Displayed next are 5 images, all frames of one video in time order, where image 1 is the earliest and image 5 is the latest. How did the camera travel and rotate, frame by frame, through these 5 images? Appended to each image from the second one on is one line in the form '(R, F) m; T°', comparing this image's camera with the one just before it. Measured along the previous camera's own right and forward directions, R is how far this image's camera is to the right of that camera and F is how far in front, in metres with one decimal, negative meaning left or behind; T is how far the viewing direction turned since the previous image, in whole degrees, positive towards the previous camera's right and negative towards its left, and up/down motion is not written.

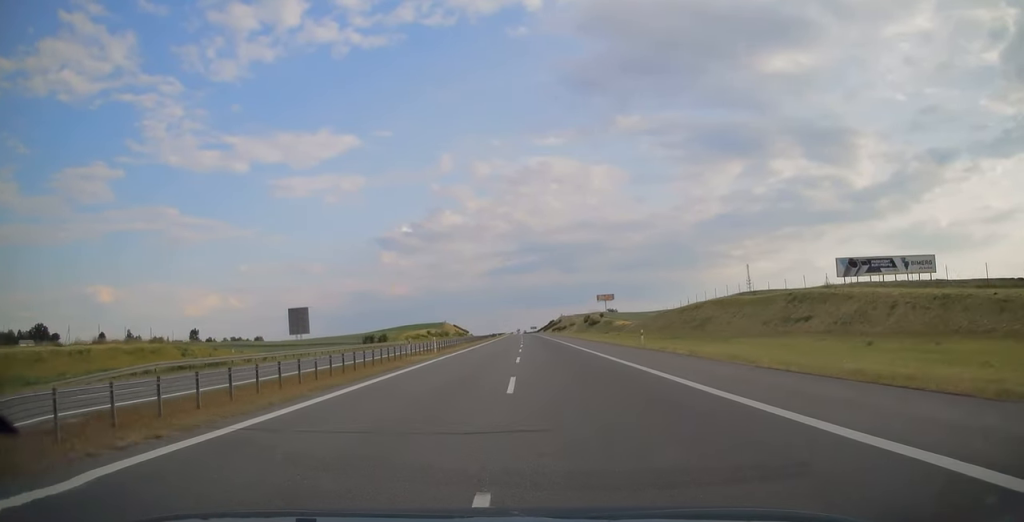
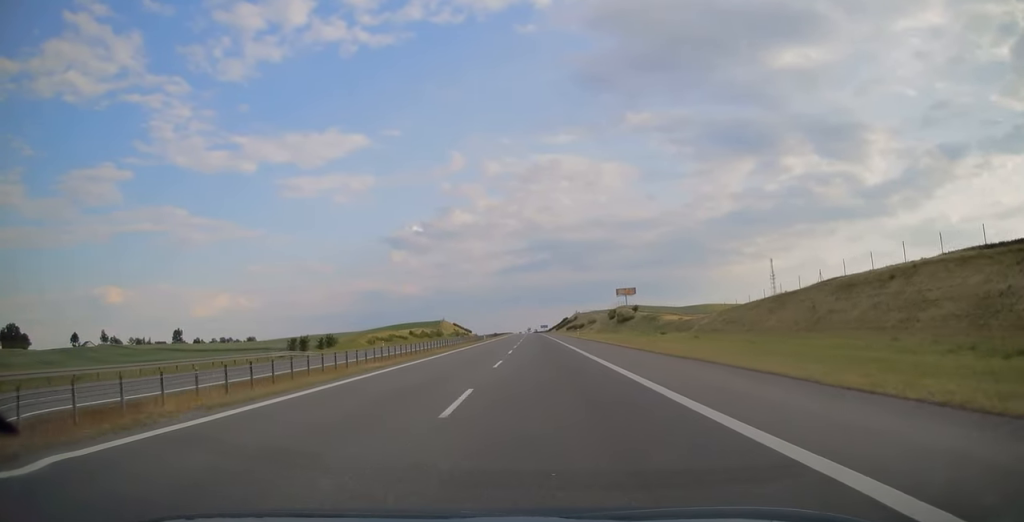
(-0.1, +51.0) m; 0°
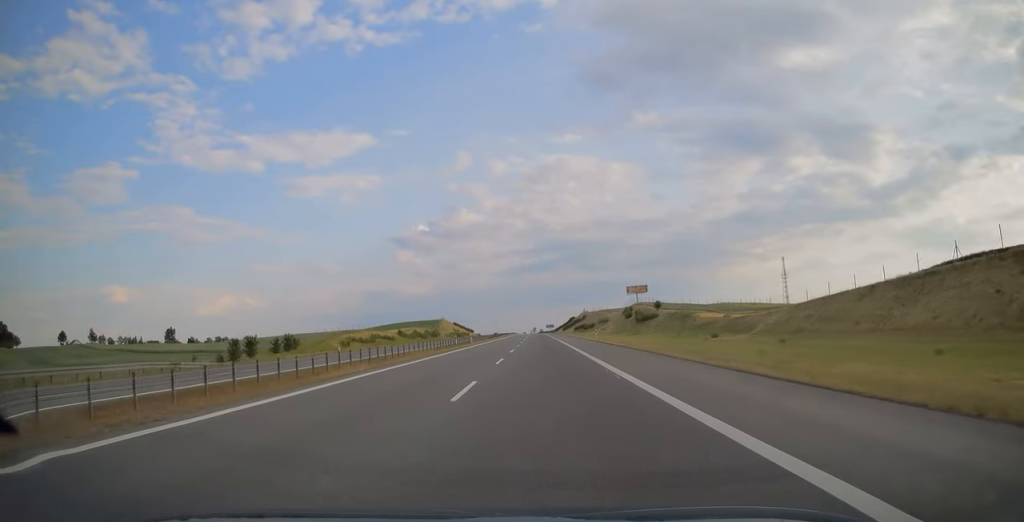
(0.0, +22.0) m; 0°
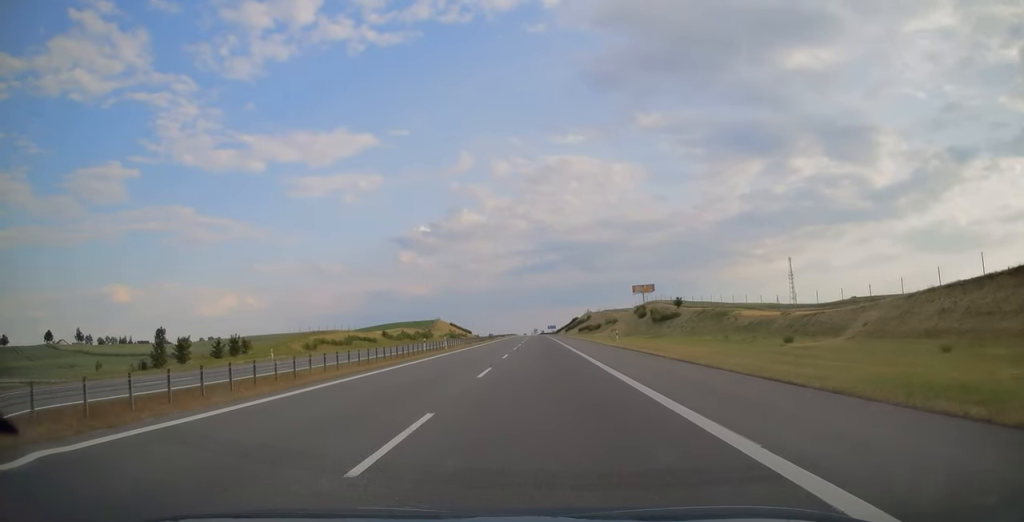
(-0.1, +18.1) m; 0°
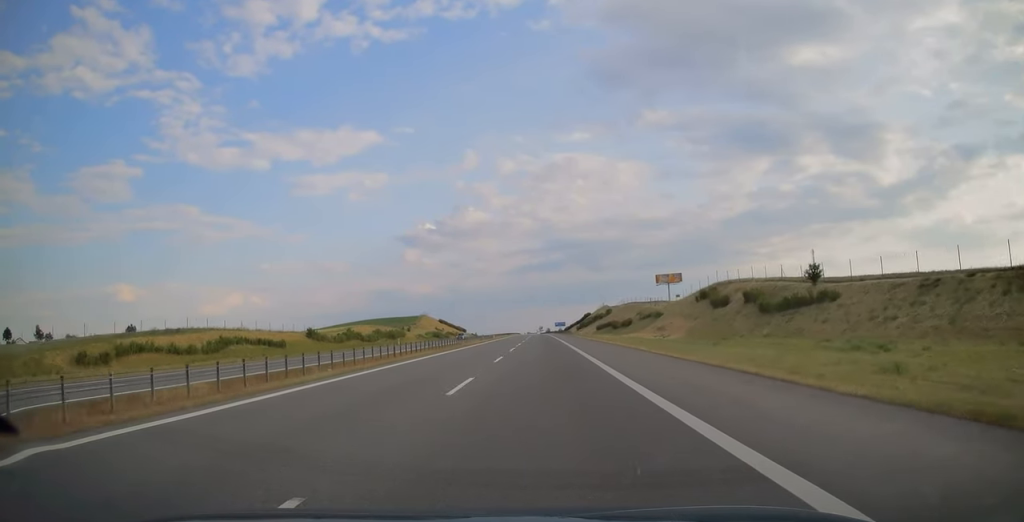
(-0.4, +53.1) m; -1°
